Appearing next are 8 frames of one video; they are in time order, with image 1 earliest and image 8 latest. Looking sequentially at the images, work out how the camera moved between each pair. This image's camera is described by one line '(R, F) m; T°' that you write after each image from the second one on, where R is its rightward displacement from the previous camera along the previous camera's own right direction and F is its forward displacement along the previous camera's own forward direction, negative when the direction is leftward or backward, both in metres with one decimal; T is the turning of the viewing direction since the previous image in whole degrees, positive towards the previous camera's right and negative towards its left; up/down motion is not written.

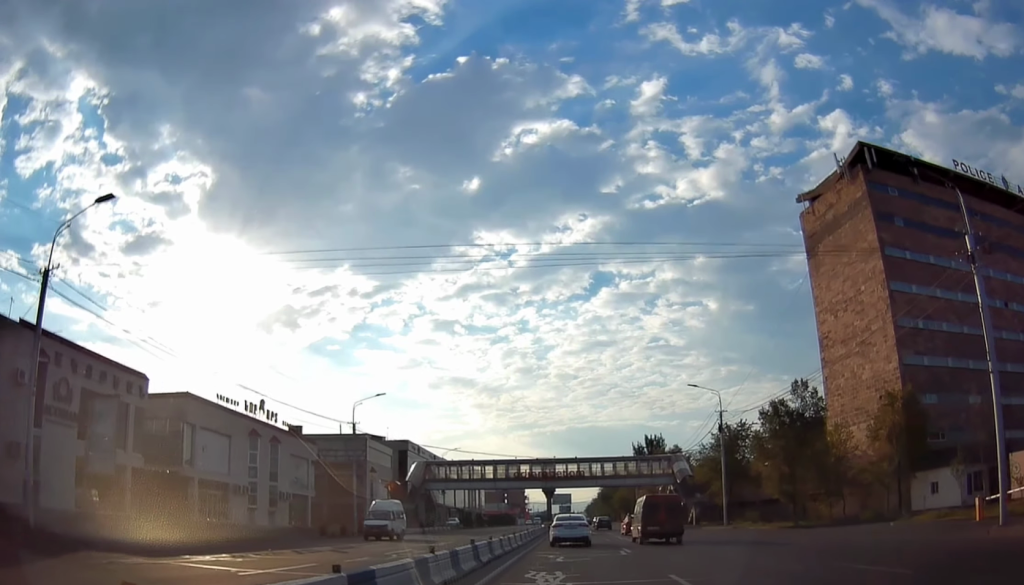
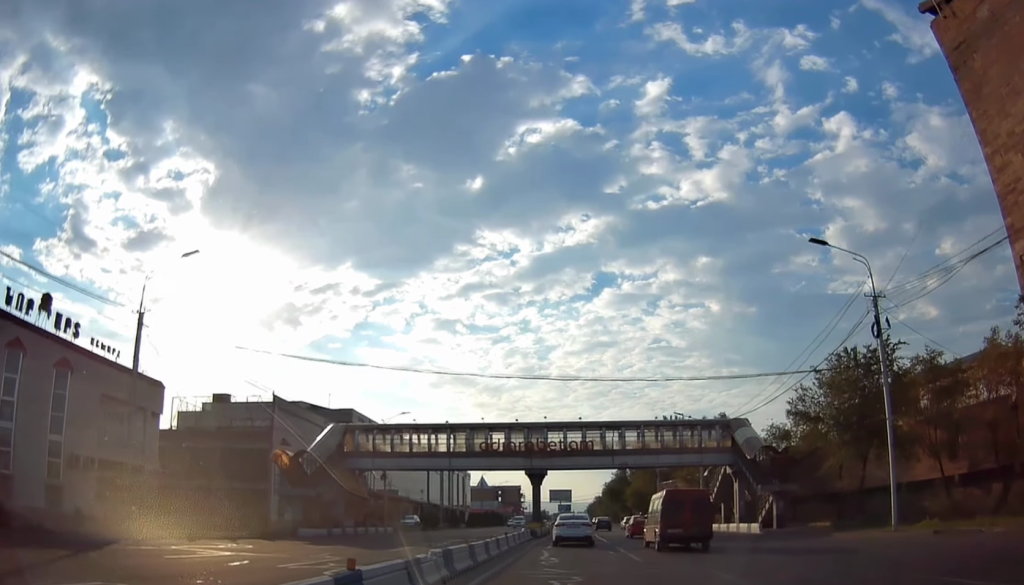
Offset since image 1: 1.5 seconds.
(+0.6, +31.0) m; +2°
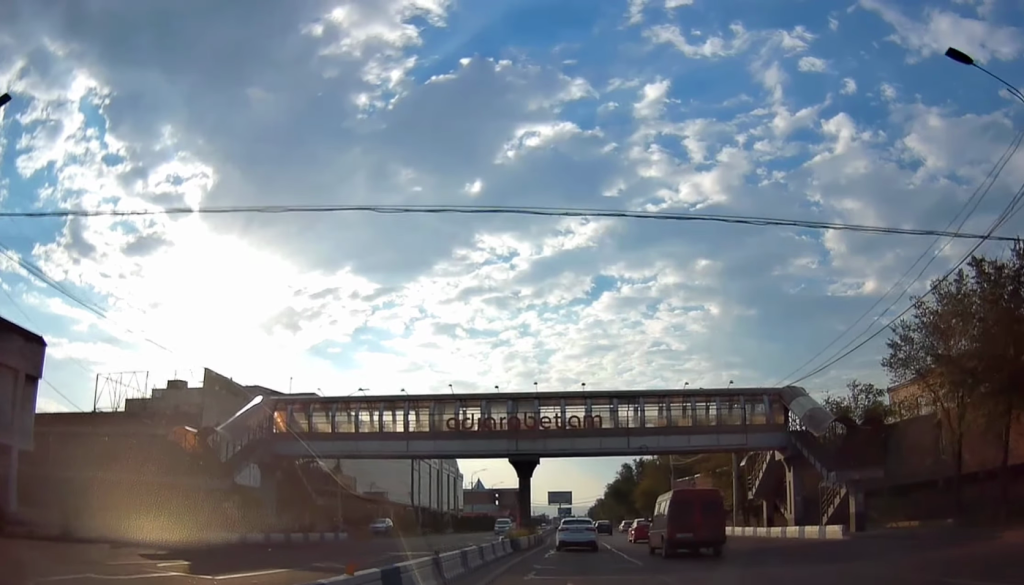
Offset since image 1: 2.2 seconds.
(+0.3, +13.5) m; 0°
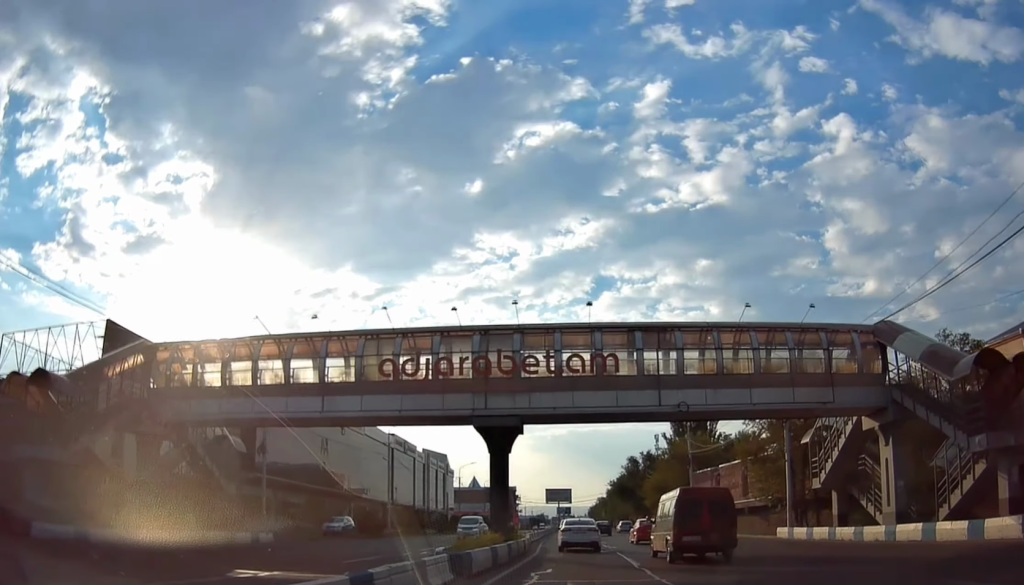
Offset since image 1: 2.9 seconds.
(-0.1, +13.3) m; -1°
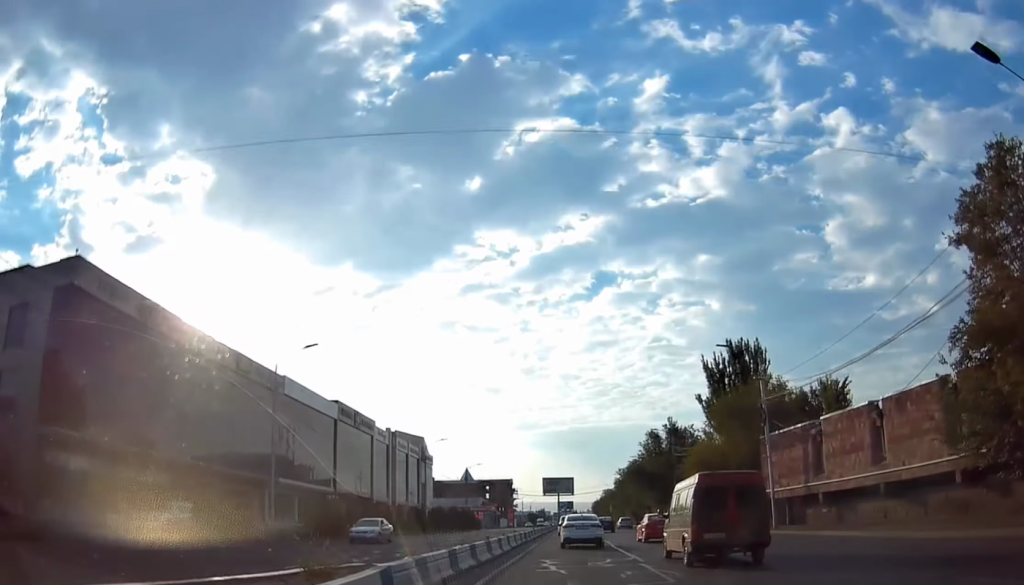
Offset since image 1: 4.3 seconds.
(-0.4, +27.3) m; -3°
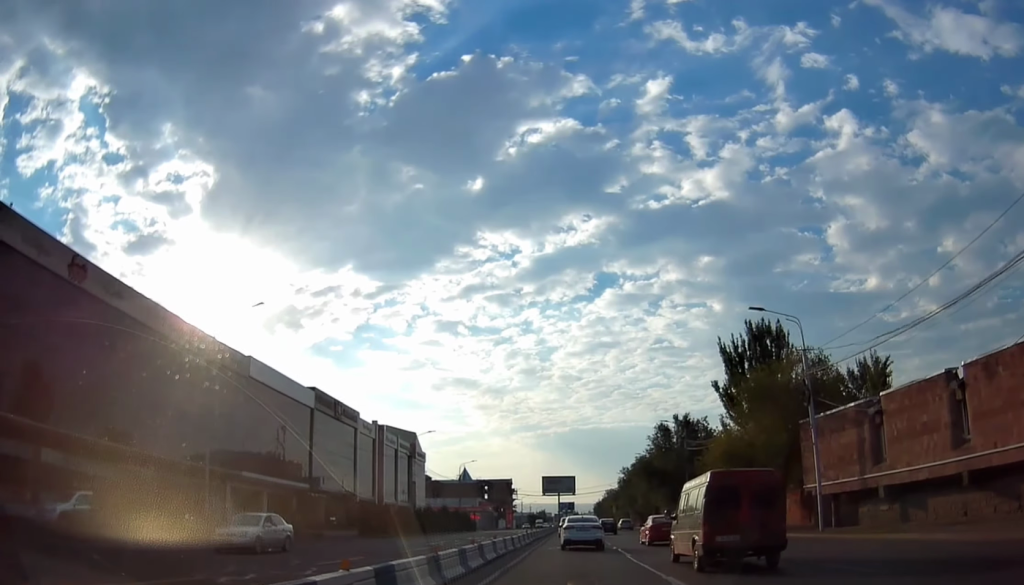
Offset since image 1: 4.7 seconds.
(-0.1, +8.2) m; 0°
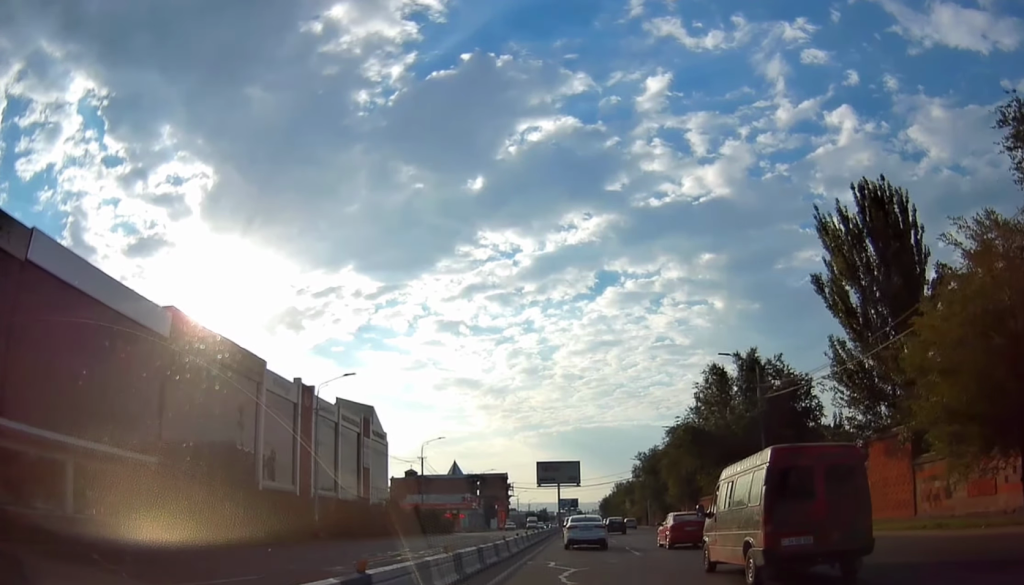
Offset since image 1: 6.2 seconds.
(+0.8, +29.6) m; +1°
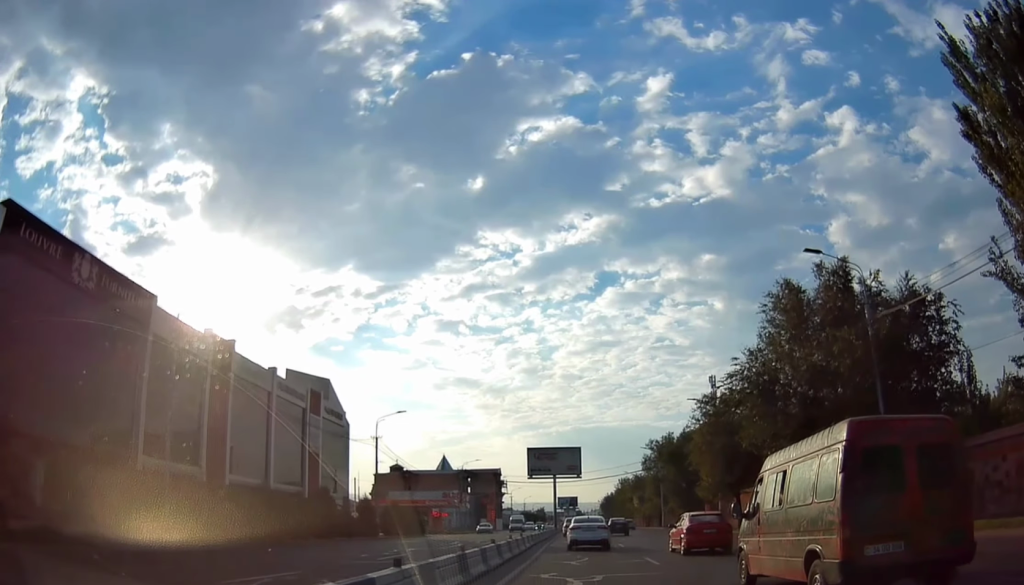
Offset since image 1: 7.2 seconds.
(-0.7, +18.7) m; -1°
